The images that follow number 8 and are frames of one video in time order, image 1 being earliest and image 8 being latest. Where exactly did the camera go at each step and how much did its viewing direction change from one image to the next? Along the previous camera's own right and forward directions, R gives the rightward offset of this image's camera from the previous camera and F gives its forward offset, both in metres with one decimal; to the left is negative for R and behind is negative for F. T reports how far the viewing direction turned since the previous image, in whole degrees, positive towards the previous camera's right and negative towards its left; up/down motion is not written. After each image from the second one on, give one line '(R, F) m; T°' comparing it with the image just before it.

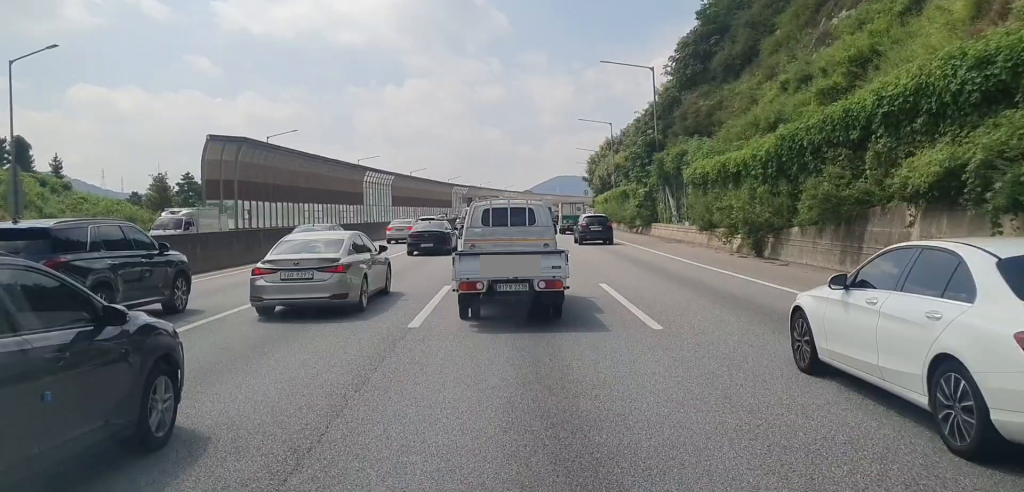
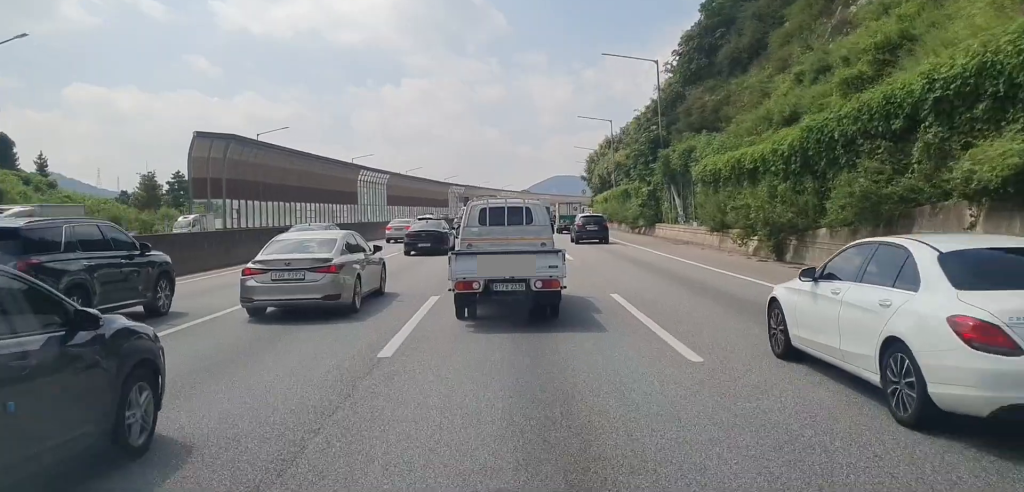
(0.0, +2.4) m; -1°
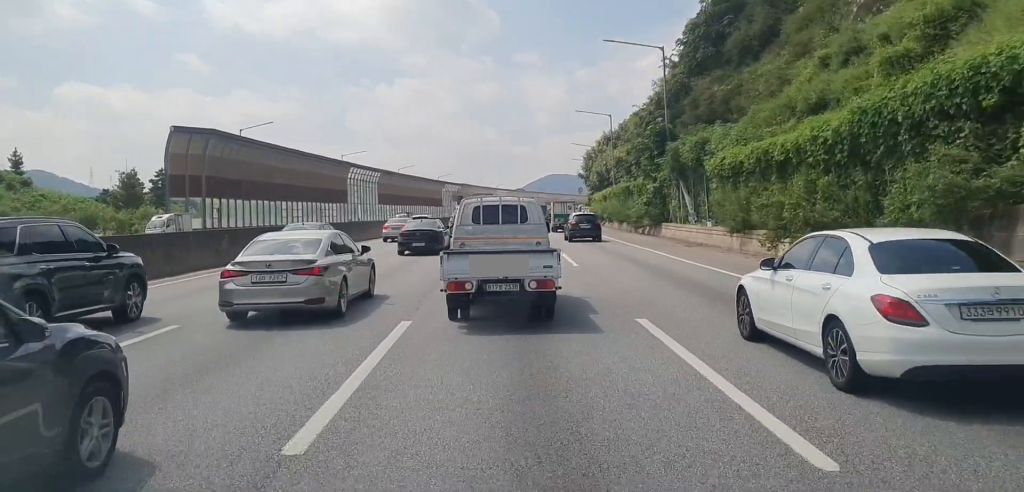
(0.0, +3.8) m; 0°
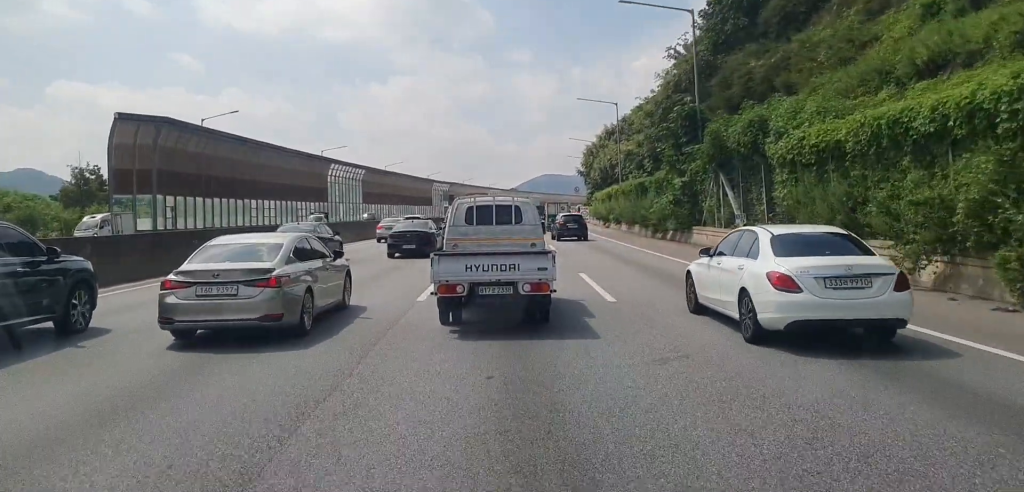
(0.0, +9.1) m; 0°
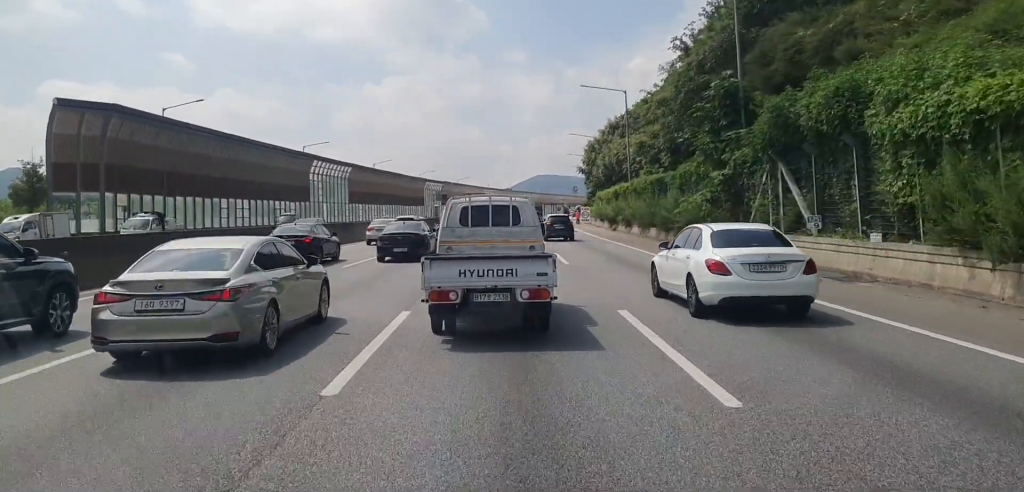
(+0.1, +7.6) m; +2°
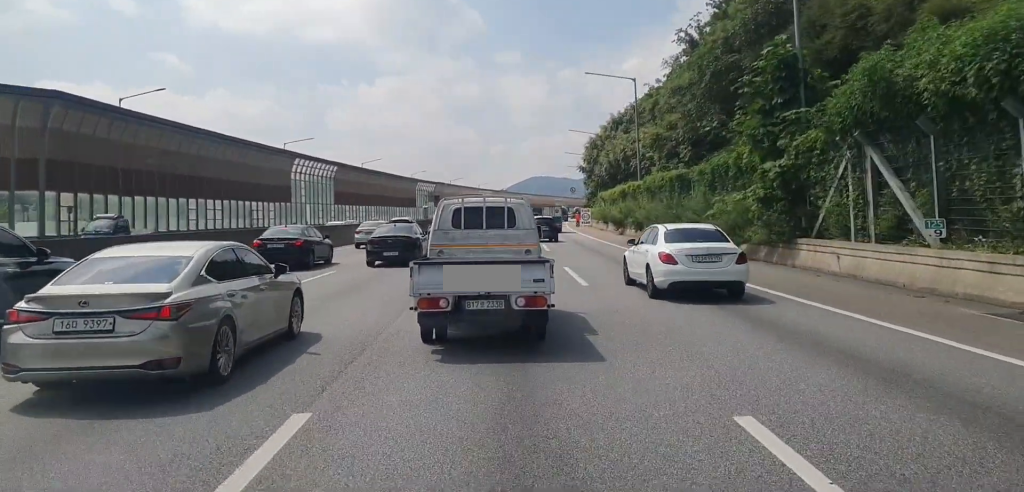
(+0.2, +6.9) m; 0°
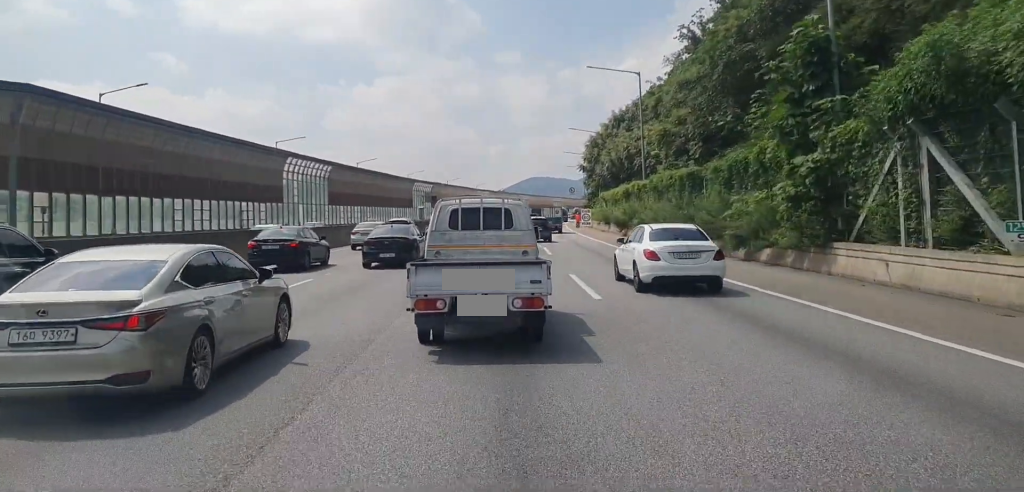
(0.0, +2.8) m; -1°
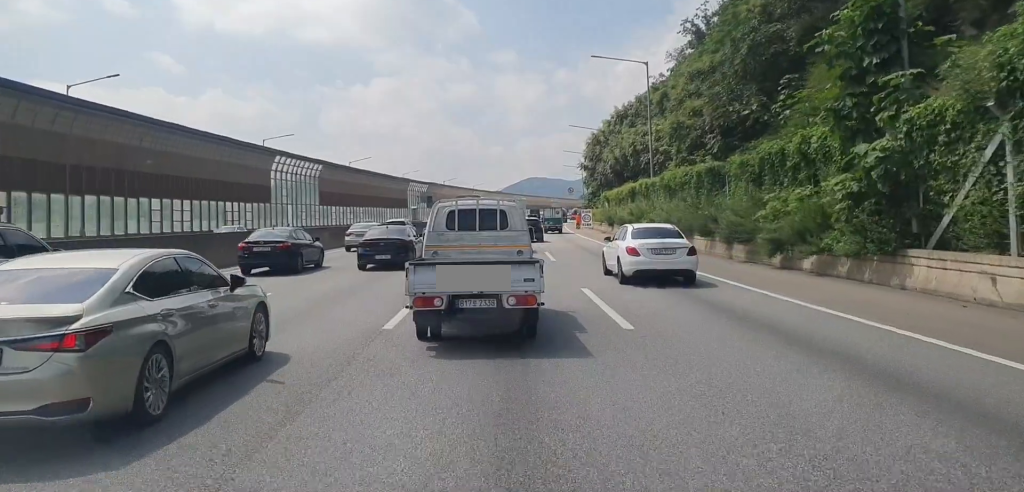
(-0.1, +4.1) m; 0°
